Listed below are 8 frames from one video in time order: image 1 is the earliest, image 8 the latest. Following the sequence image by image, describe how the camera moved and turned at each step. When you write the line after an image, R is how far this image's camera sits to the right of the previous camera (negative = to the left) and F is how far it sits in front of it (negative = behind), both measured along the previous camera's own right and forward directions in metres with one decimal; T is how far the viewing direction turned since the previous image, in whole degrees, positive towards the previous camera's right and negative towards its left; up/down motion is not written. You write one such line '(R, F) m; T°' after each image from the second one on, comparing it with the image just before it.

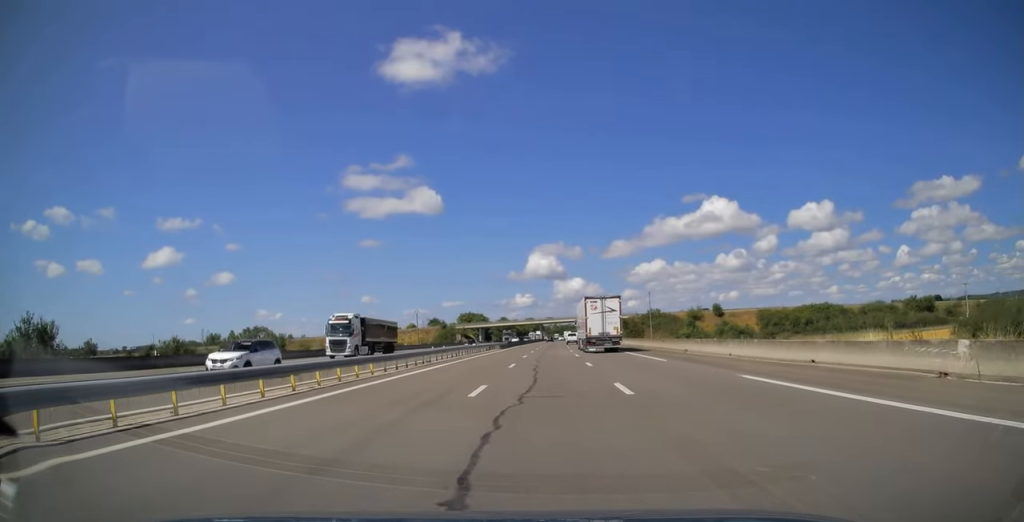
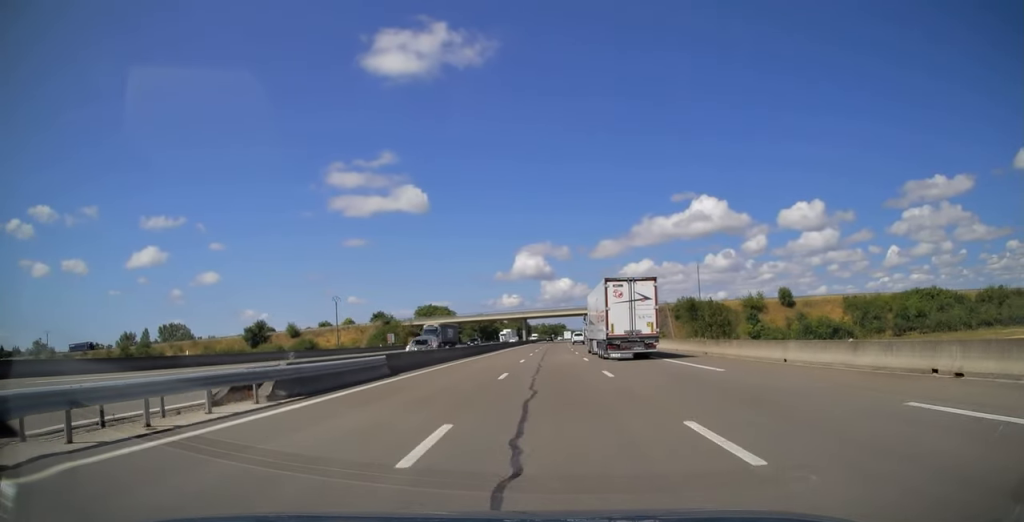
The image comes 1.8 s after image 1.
(-0.1, +59.6) m; 0°
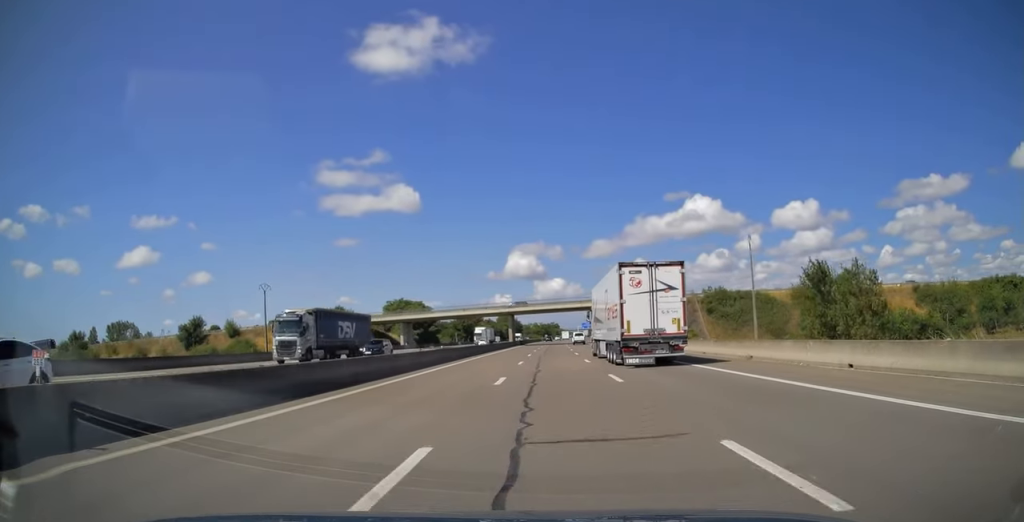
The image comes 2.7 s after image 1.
(+0.4, +28.0) m; +1°
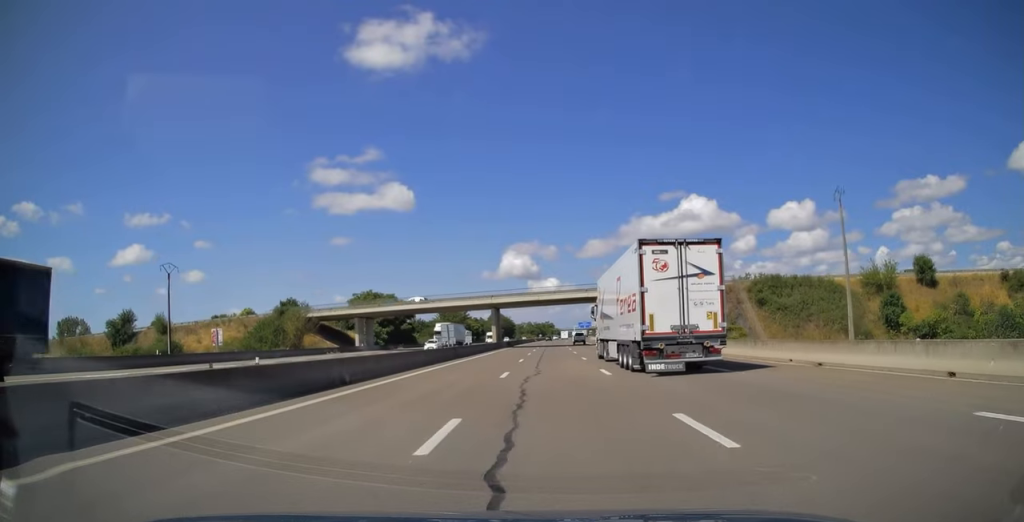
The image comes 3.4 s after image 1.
(+0.3, +23.6) m; 0°
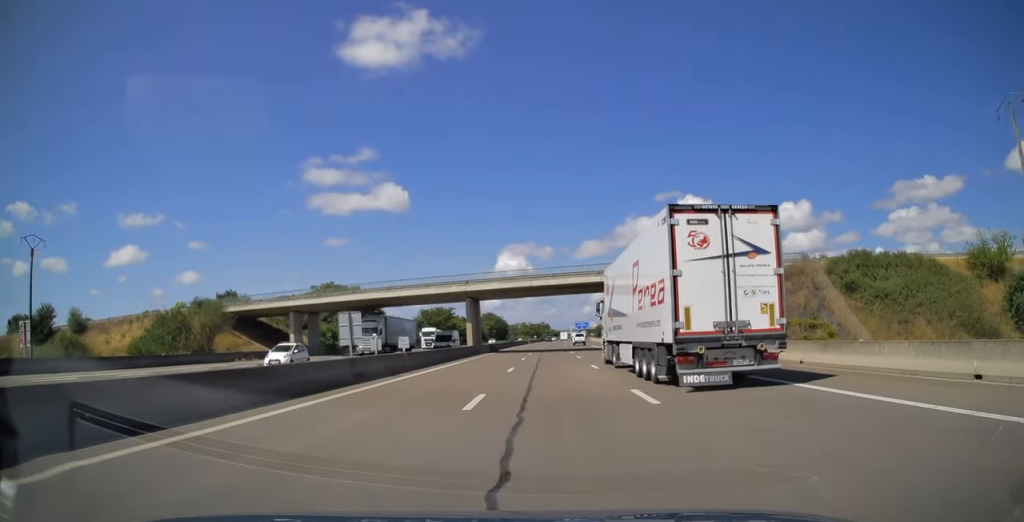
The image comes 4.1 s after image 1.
(0.0, +21.5) m; 0°
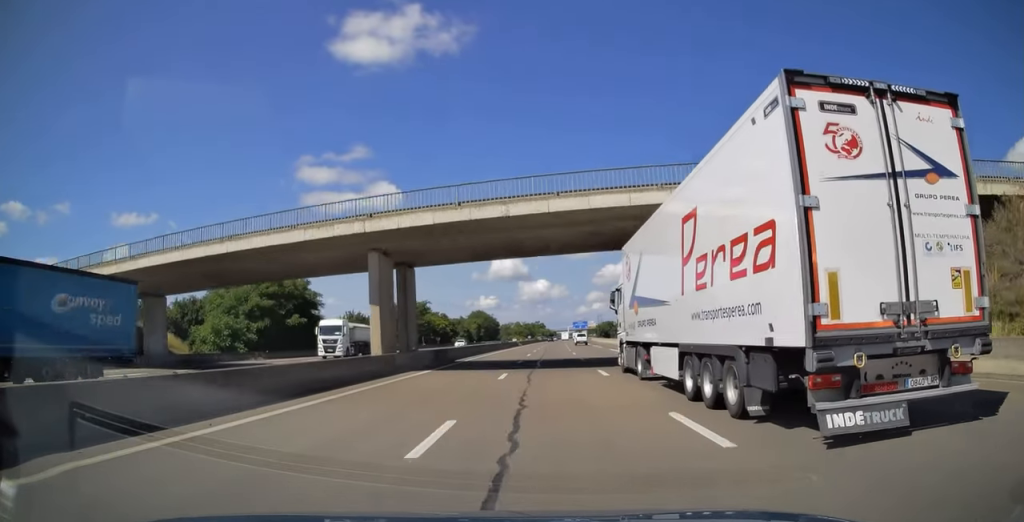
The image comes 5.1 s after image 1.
(0.0, +30.6) m; +1°
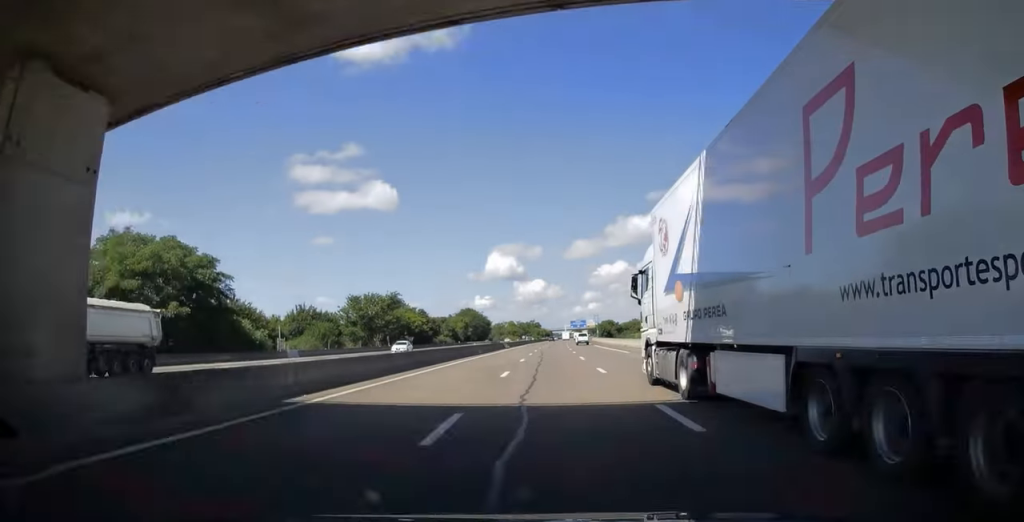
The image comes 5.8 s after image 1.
(+0.6, +25.2) m; +1°
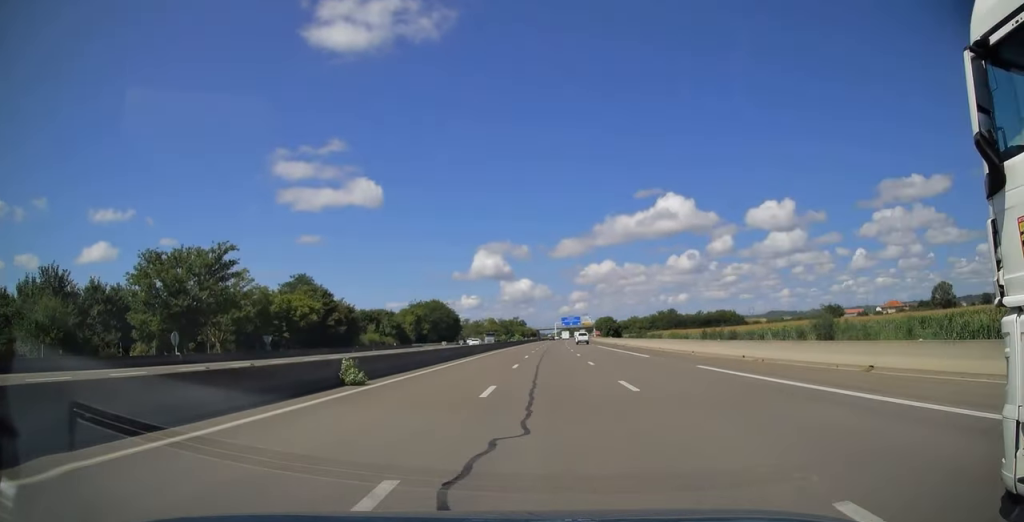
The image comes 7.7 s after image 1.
(-0.1, +59.1) m; +1°
